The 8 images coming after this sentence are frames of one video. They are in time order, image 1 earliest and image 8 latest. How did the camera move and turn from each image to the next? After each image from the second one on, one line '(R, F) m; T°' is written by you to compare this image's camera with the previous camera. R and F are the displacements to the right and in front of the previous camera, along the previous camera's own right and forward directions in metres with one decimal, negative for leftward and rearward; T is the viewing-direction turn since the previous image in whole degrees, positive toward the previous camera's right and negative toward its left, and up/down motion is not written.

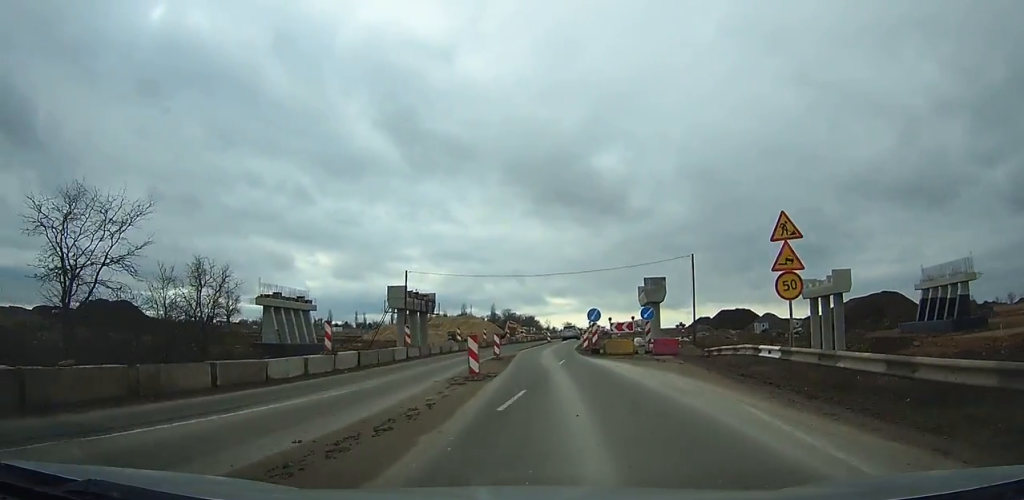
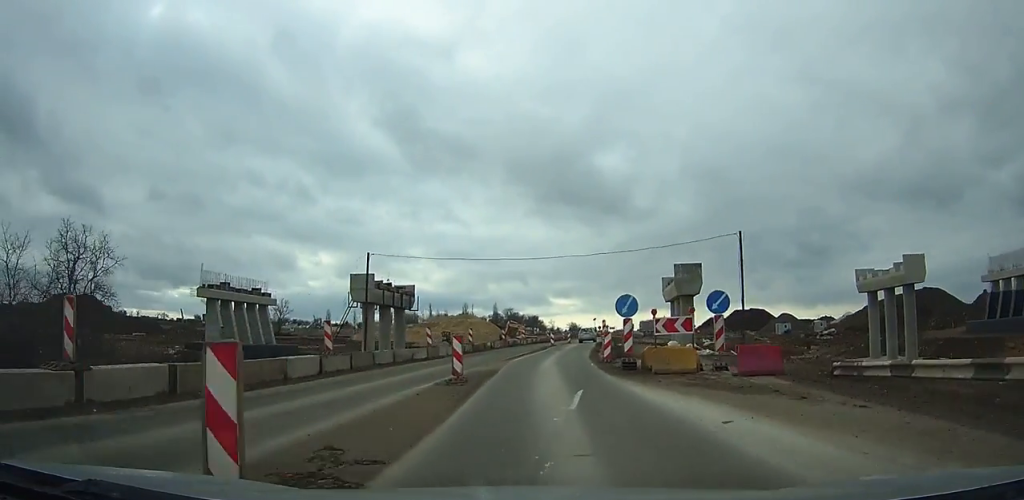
(-0.1, +12.0) m; 0°
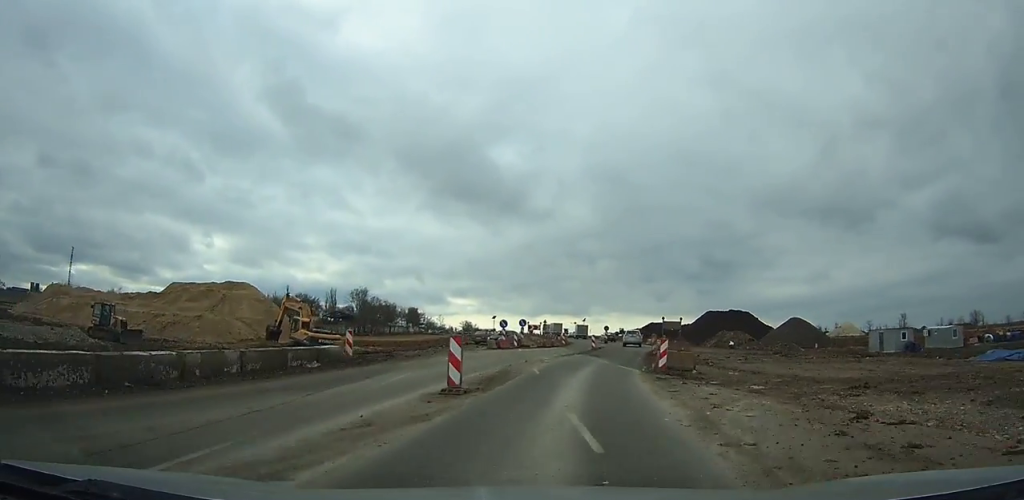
(+6.3, +77.3) m; +11°
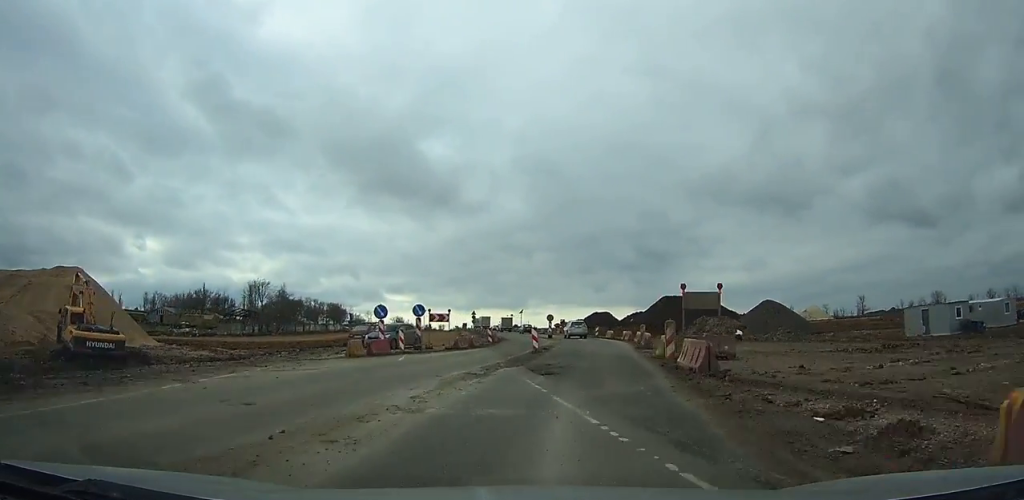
(+0.7, +19.8) m; +4°
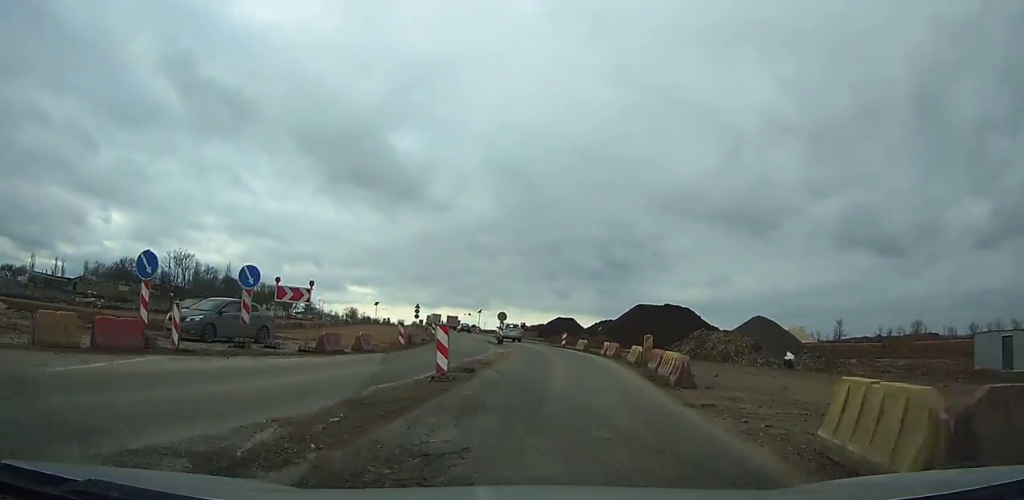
(+0.5, +14.8) m; 0°
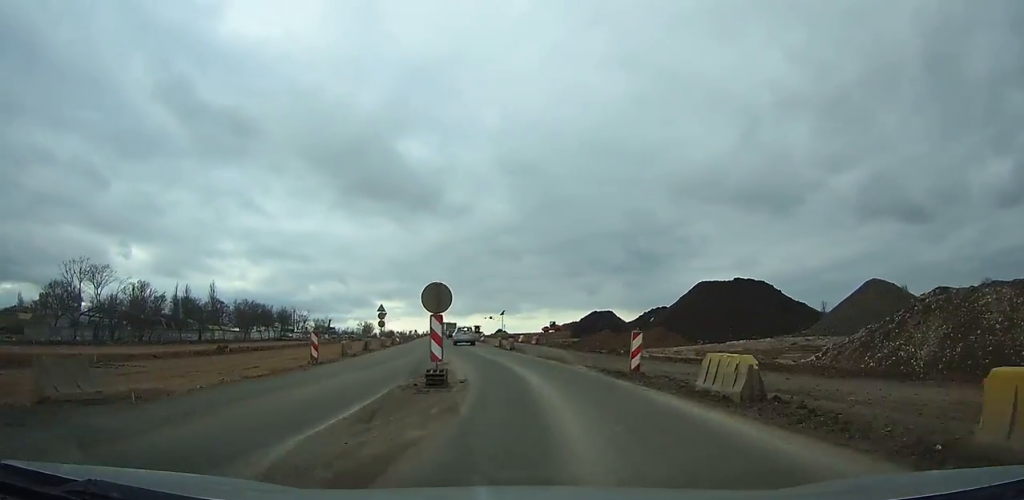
(-0.3, +29.1) m; -4°
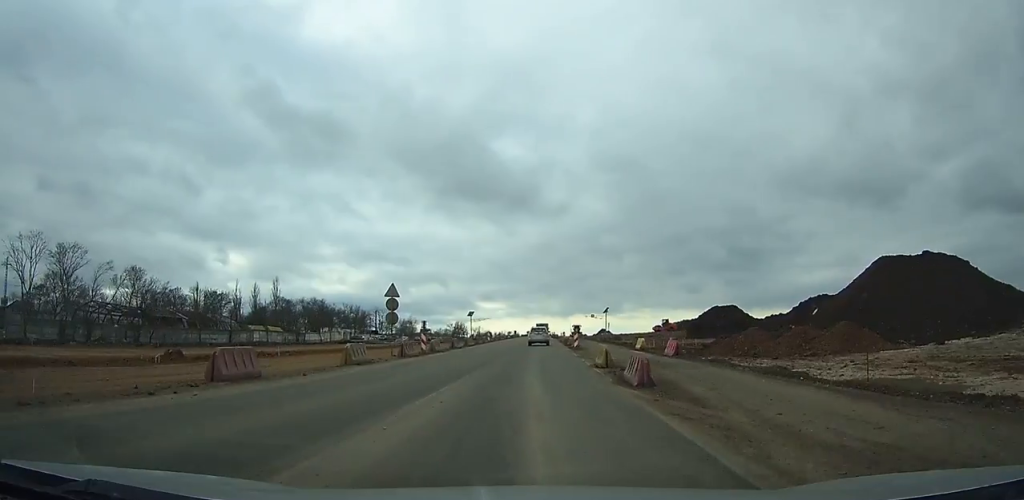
(-1.5, +25.2) m; -5°
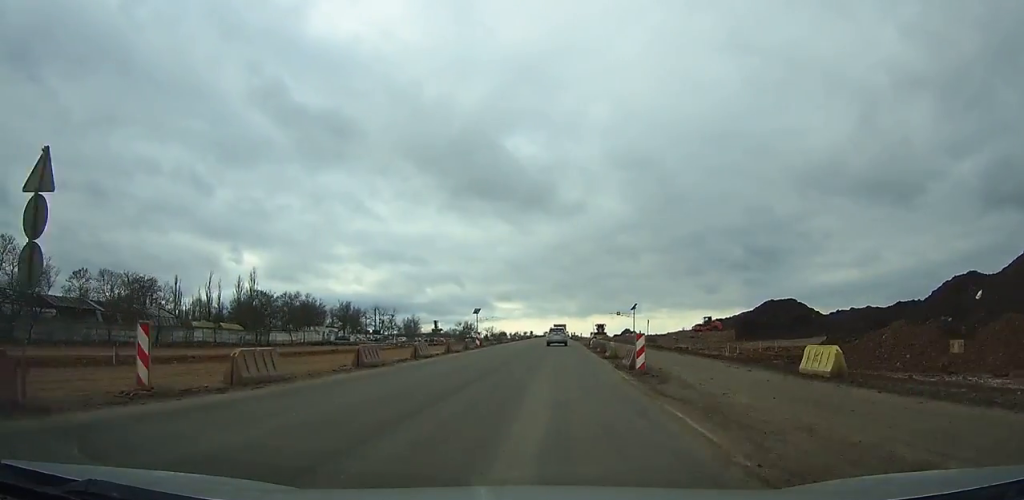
(-0.8, +24.0) m; -2°
